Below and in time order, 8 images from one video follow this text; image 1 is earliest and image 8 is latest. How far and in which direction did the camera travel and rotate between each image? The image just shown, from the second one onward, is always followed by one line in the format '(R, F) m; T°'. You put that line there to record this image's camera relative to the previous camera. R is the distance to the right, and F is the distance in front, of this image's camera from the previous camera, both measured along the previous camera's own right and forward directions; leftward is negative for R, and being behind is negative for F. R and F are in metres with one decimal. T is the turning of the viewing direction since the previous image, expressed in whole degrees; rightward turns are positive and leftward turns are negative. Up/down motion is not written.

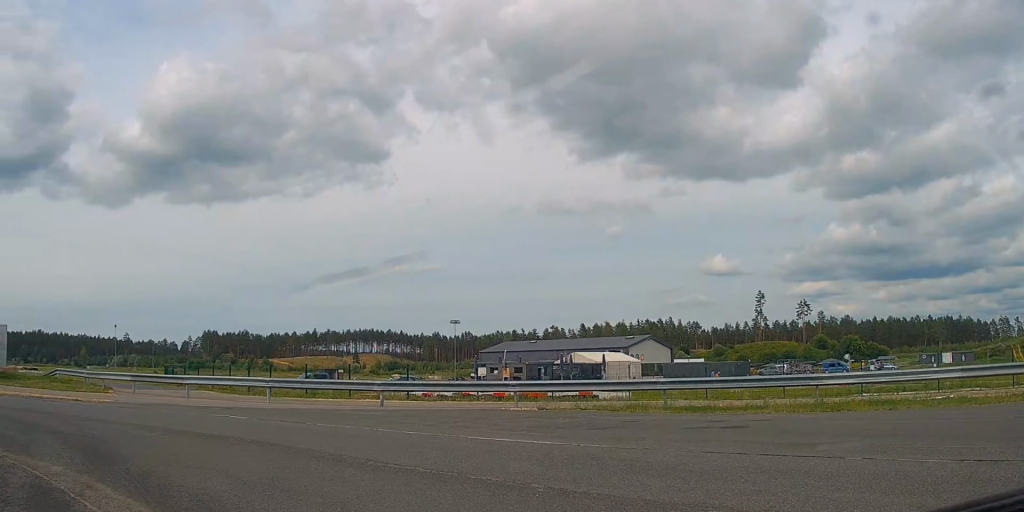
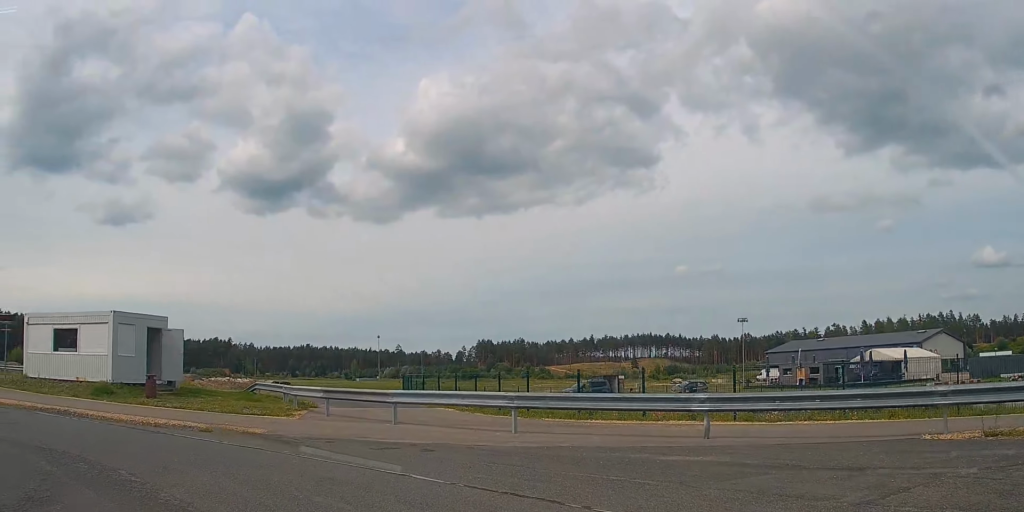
(-1.3, +11.4) m; -15°
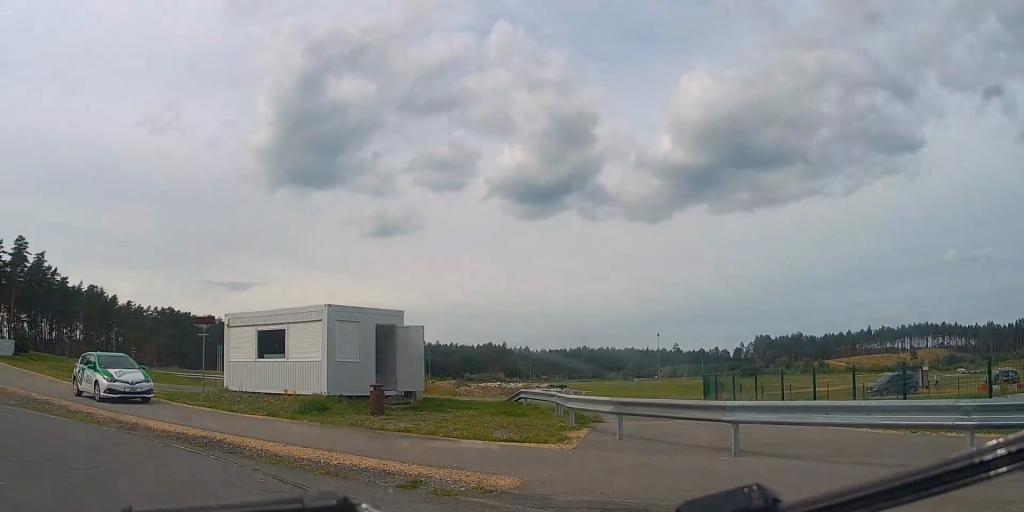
(-1.0, +8.3) m; -16°
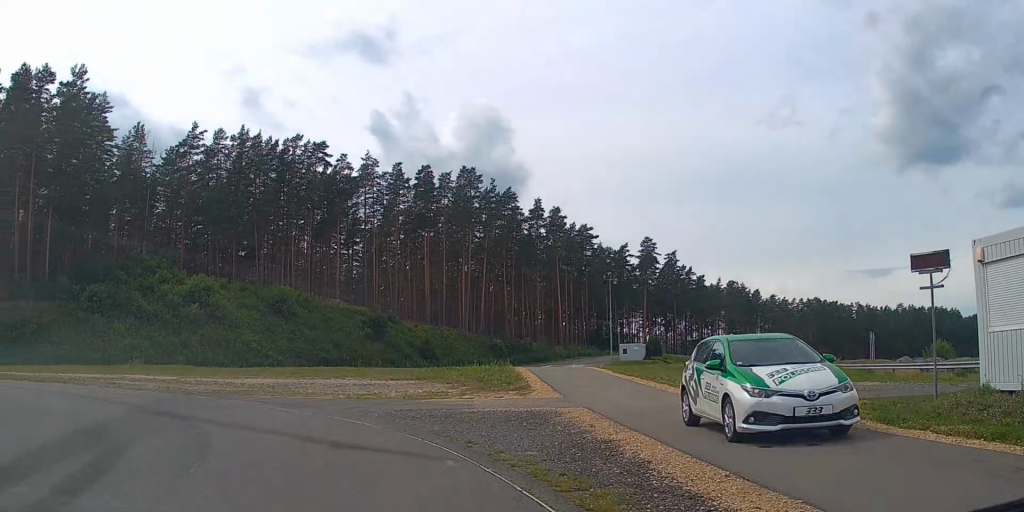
(-5.7, +15.3) m; -39°
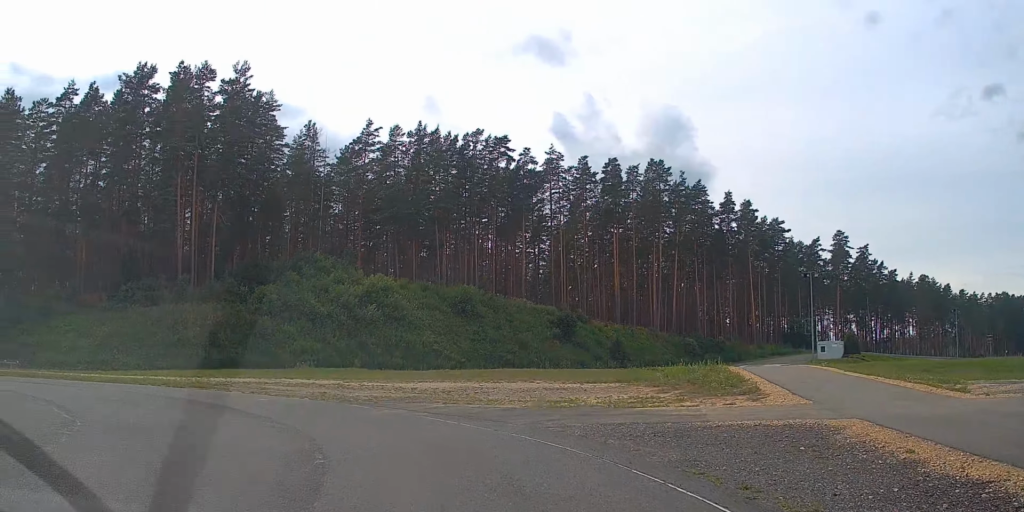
(-0.5, +5.8) m; -12°
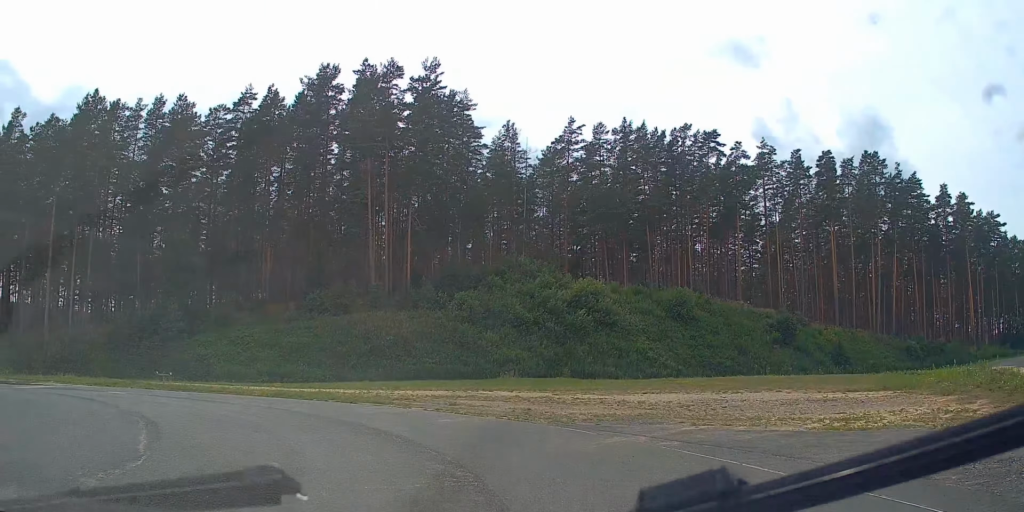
(-0.9, +7.0) m; -12°
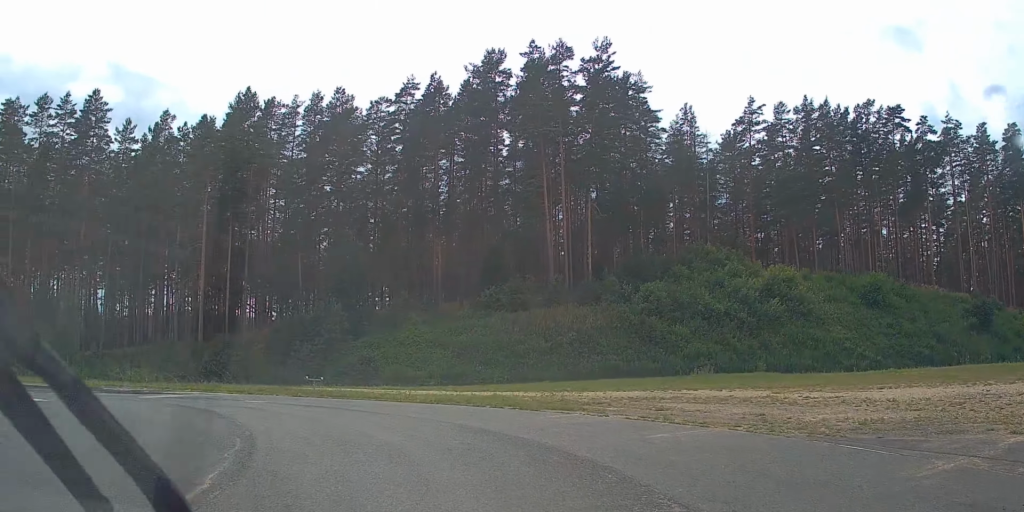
(-0.6, +5.5) m; -10°
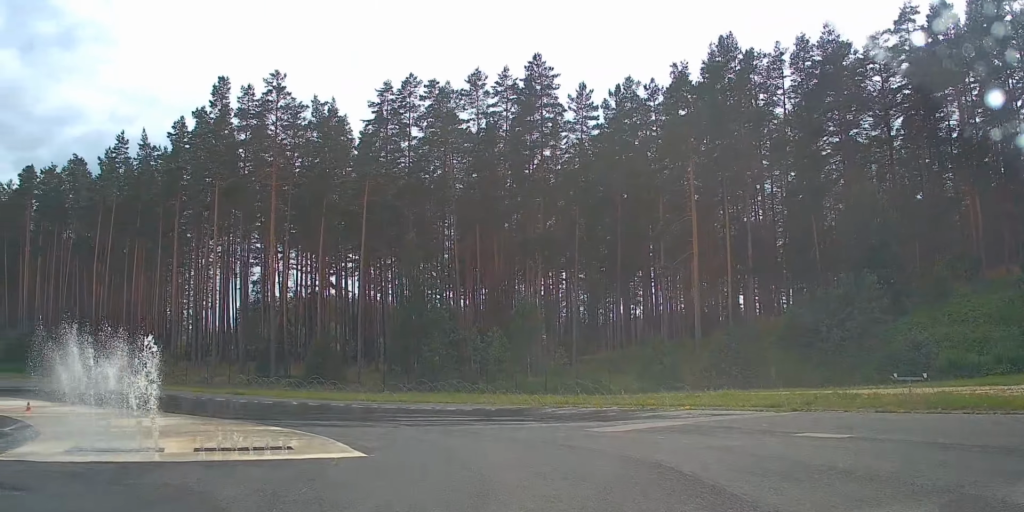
(-3.2, +15.0) m; -29°
